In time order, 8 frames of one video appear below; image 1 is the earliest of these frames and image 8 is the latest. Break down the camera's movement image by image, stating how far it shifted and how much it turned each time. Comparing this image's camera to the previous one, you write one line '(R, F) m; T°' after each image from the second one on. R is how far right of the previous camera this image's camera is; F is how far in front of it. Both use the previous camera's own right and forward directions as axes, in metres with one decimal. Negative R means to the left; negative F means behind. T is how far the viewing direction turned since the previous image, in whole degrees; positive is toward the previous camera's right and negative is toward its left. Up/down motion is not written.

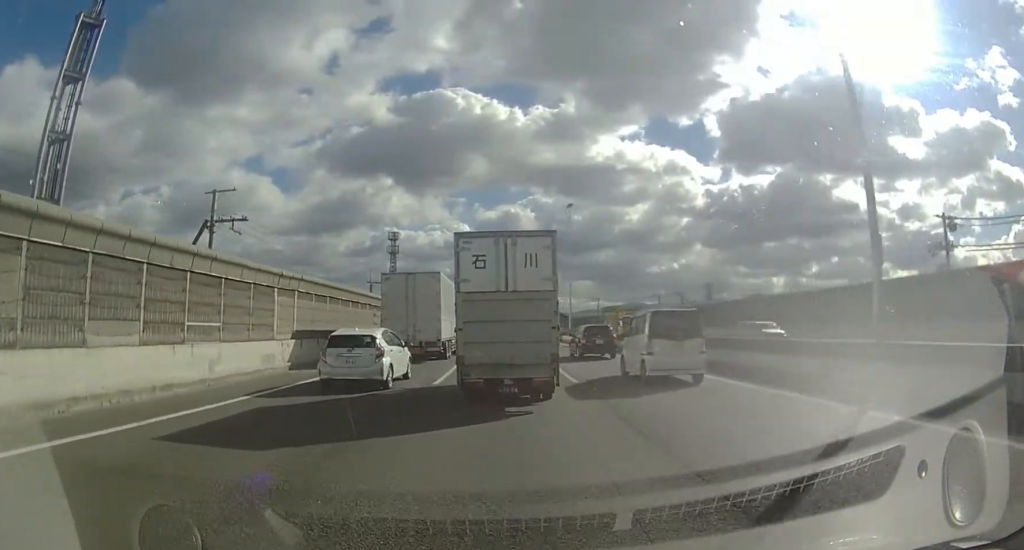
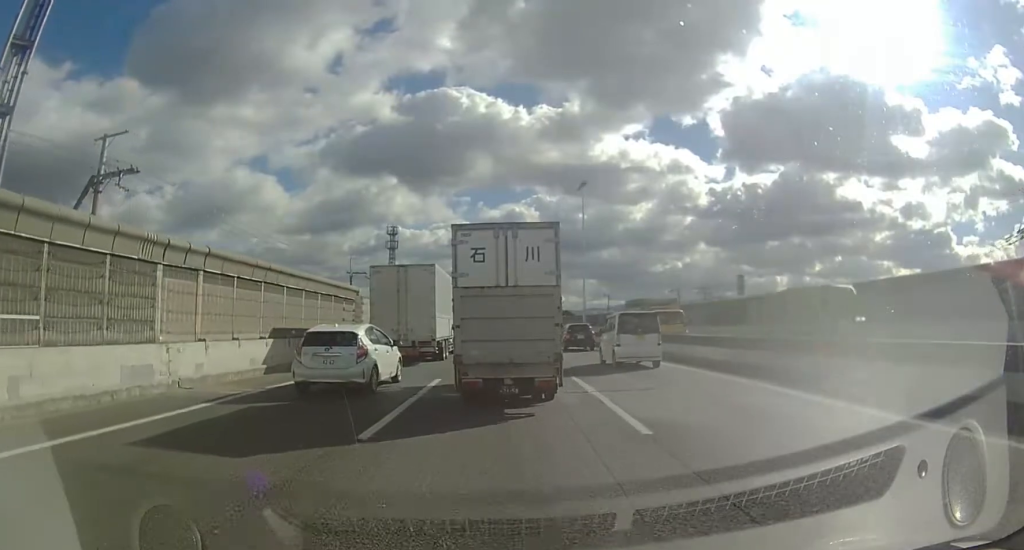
(0.0, +8.0) m; -1°
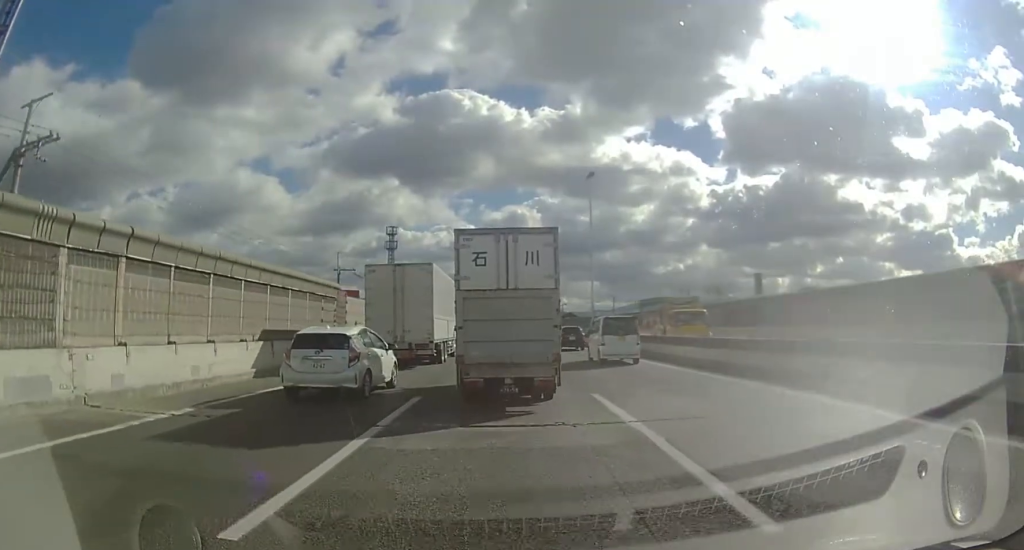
(0.0, +4.1) m; 0°
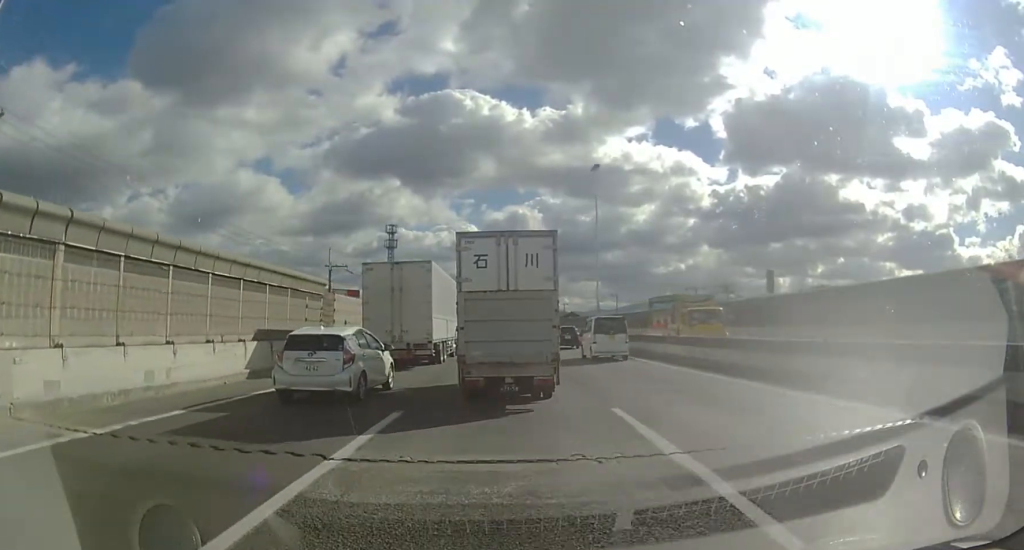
(0.0, +2.4) m; 0°
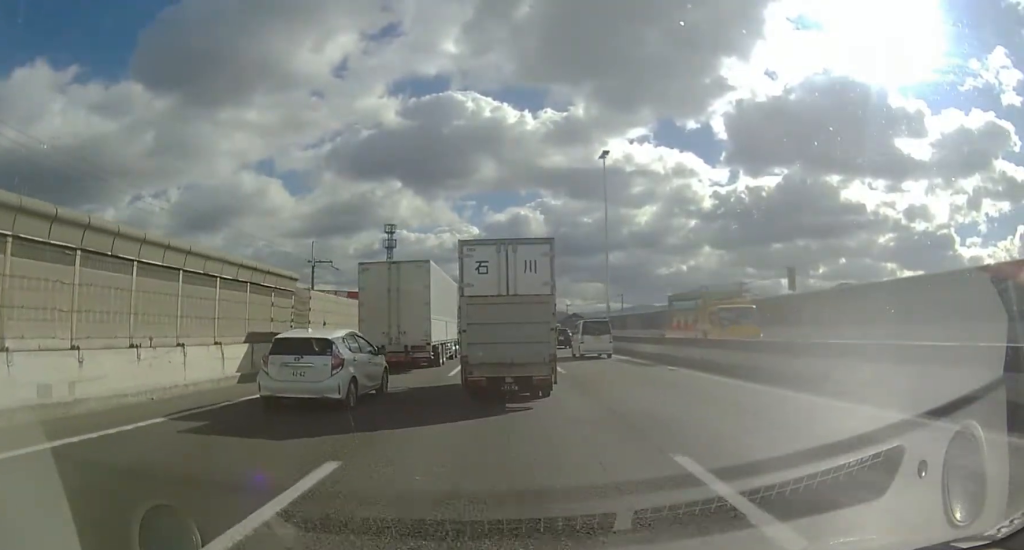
(0.0, +3.6) m; +1°
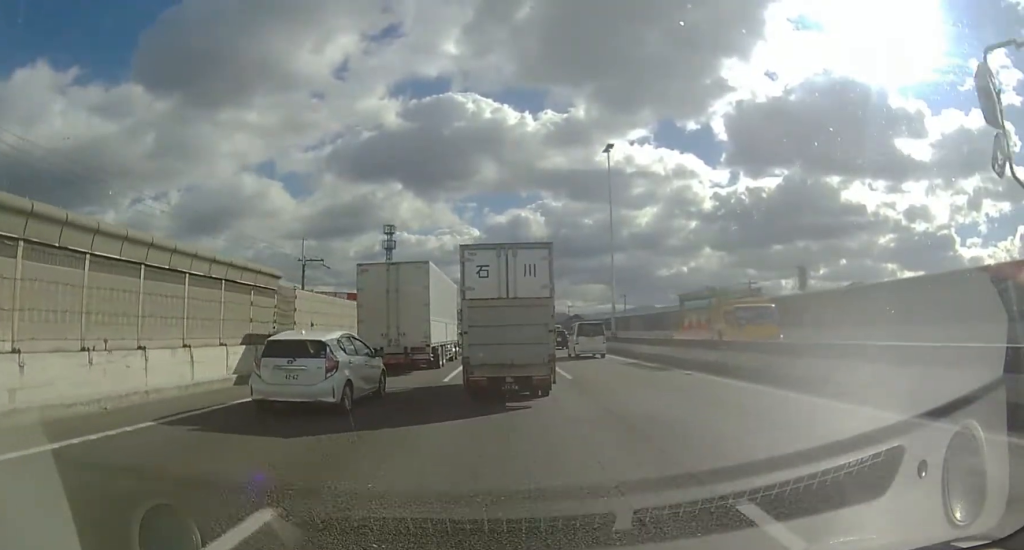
(0.0, +1.6) m; 0°
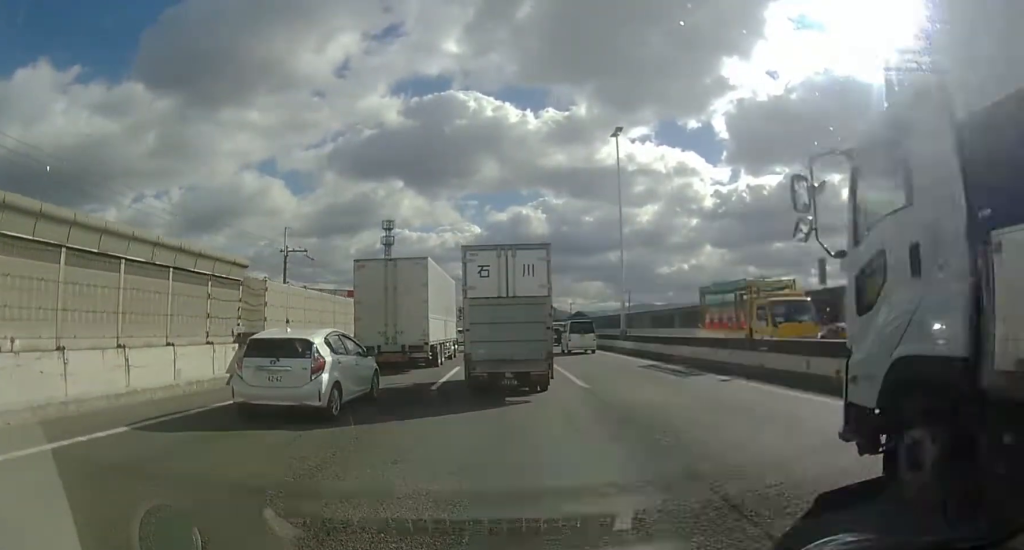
(0.0, +2.6) m; 0°
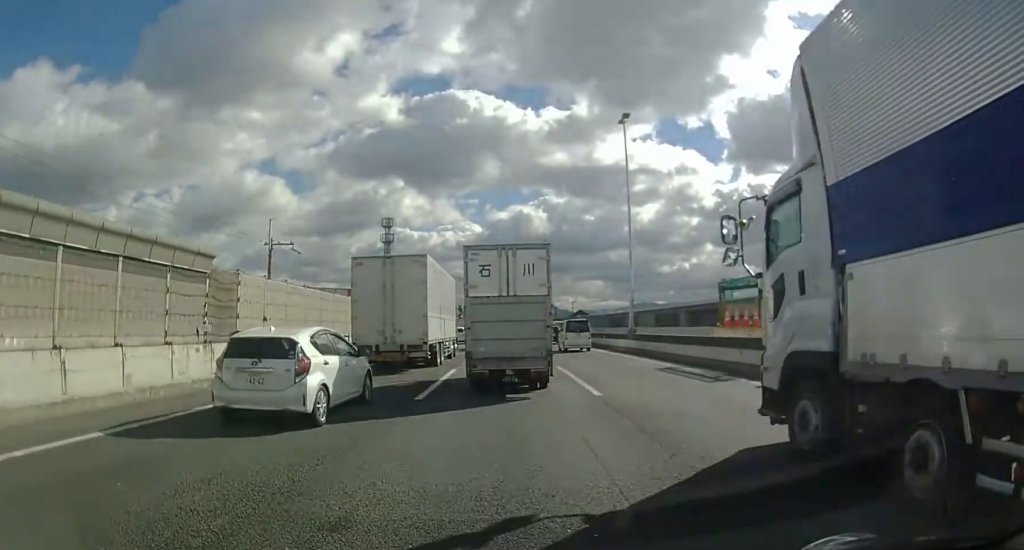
(0.0, +1.9) m; 0°
